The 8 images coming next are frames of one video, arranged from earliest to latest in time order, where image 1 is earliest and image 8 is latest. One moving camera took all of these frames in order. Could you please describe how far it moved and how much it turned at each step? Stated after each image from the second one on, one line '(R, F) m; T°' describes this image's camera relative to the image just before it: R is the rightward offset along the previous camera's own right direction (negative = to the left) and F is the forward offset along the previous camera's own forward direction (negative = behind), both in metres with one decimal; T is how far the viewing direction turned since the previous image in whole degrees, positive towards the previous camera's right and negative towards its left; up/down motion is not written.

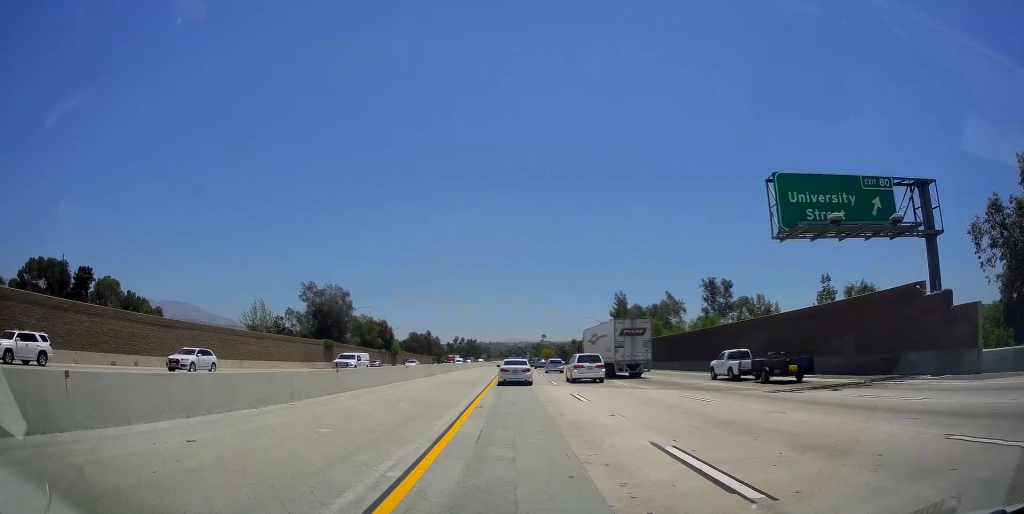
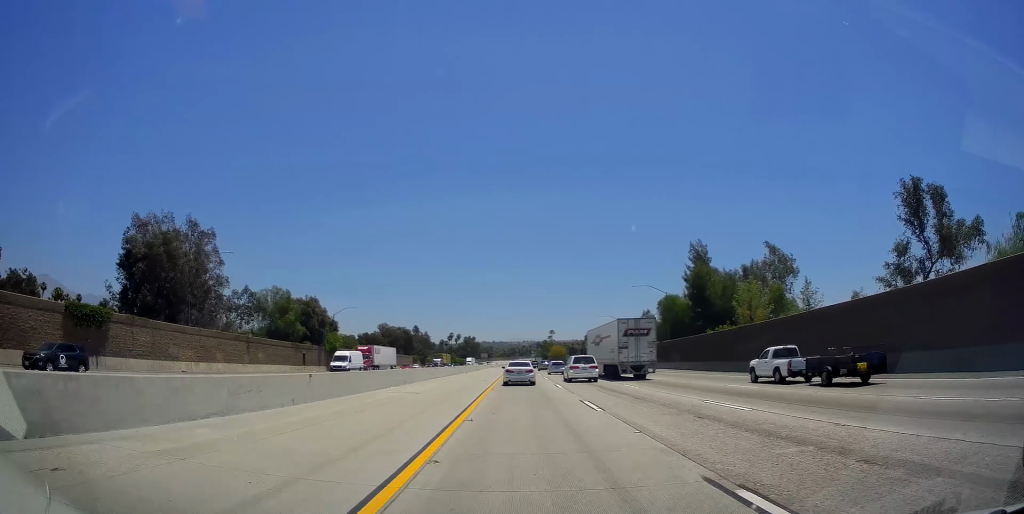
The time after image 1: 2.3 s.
(-1.1, +61.4) m; -1°
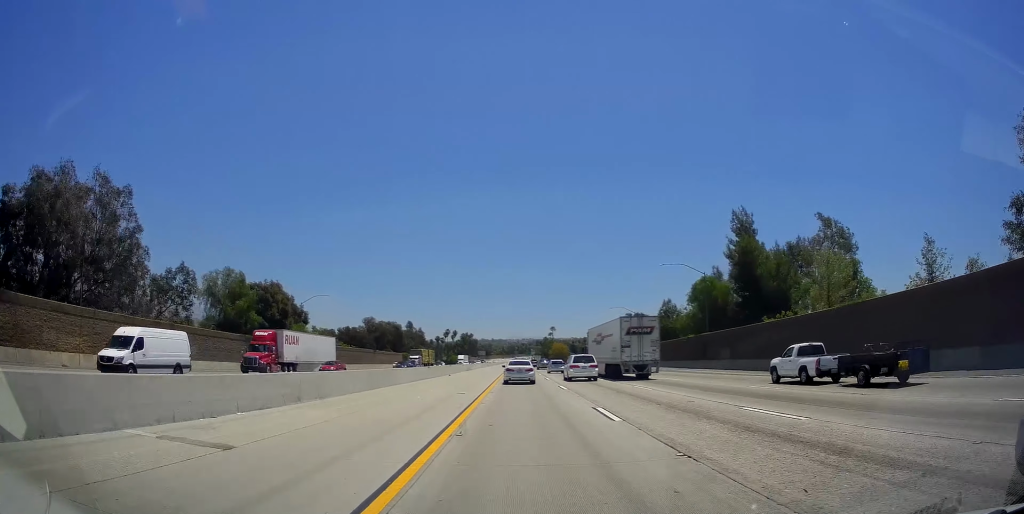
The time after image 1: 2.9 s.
(-0.1, +16.6) m; 0°
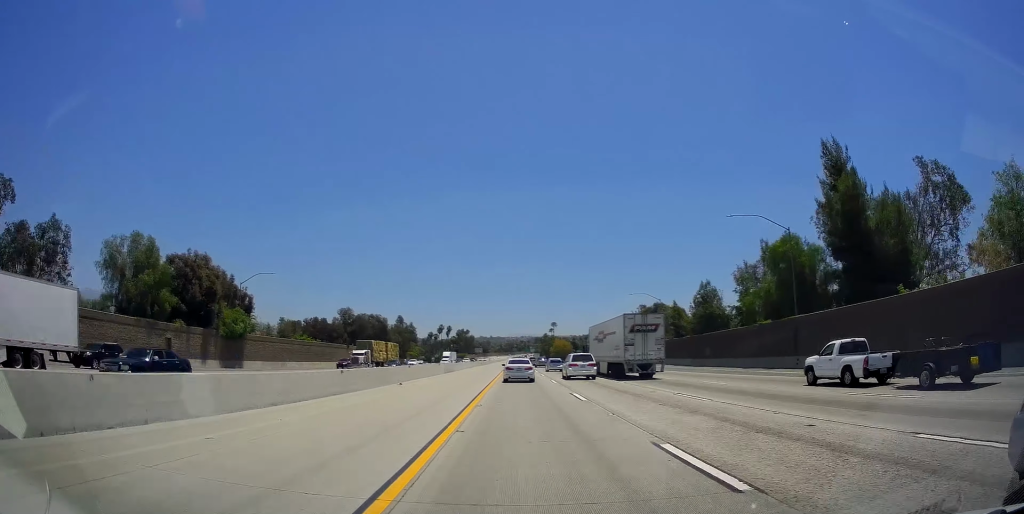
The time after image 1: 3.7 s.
(+0.3, +21.8) m; +1°
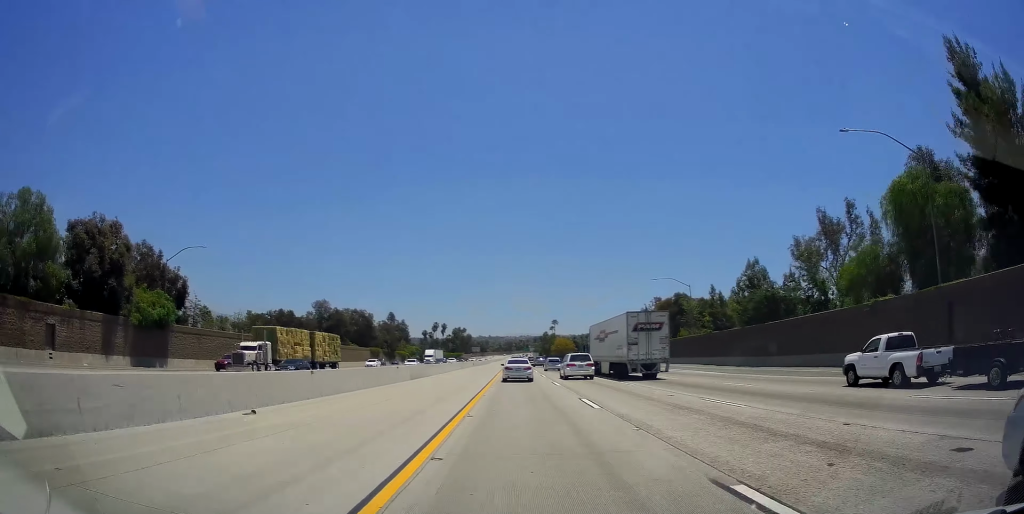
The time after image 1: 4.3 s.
(+0.1, +17.9) m; 0°
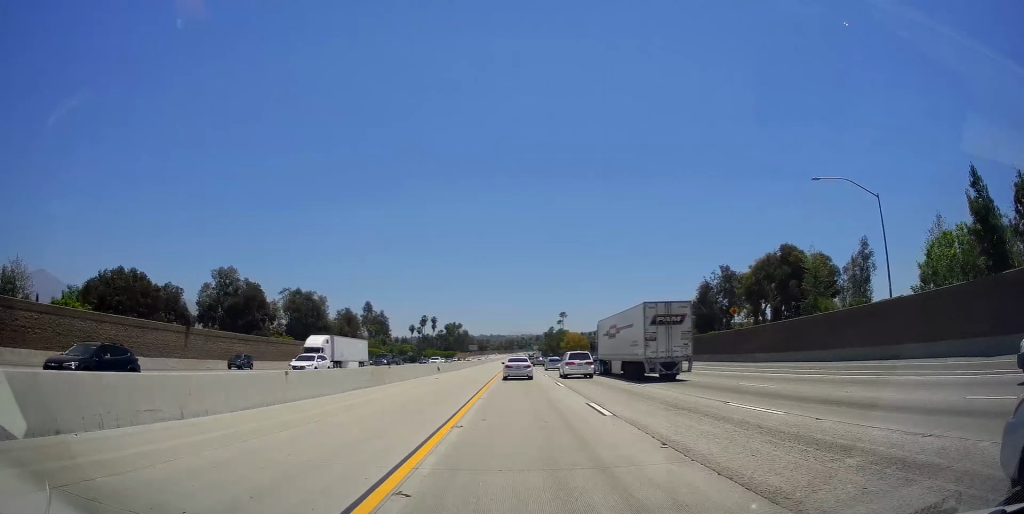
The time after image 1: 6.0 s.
(0.0, +47.9) m; 0°
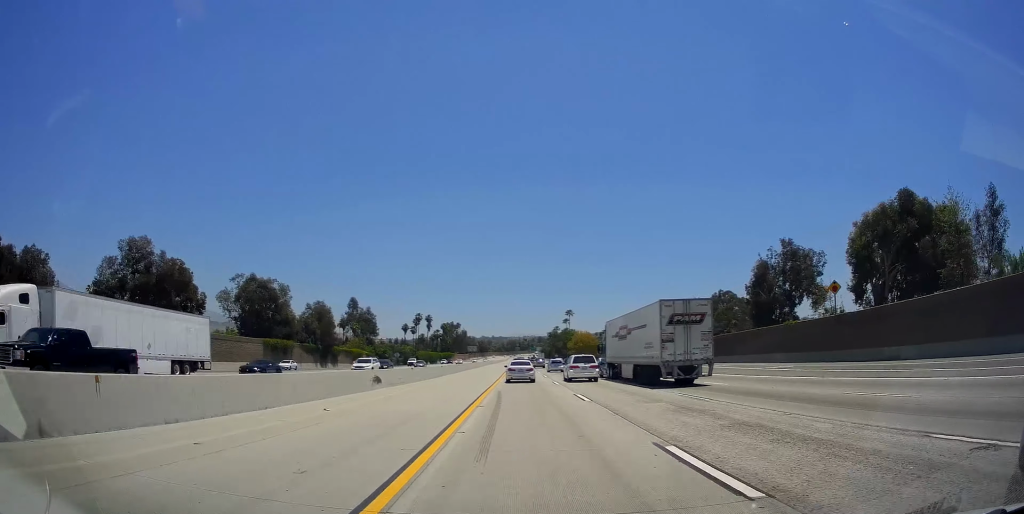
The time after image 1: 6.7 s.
(0.0, +22.6) m; 0°
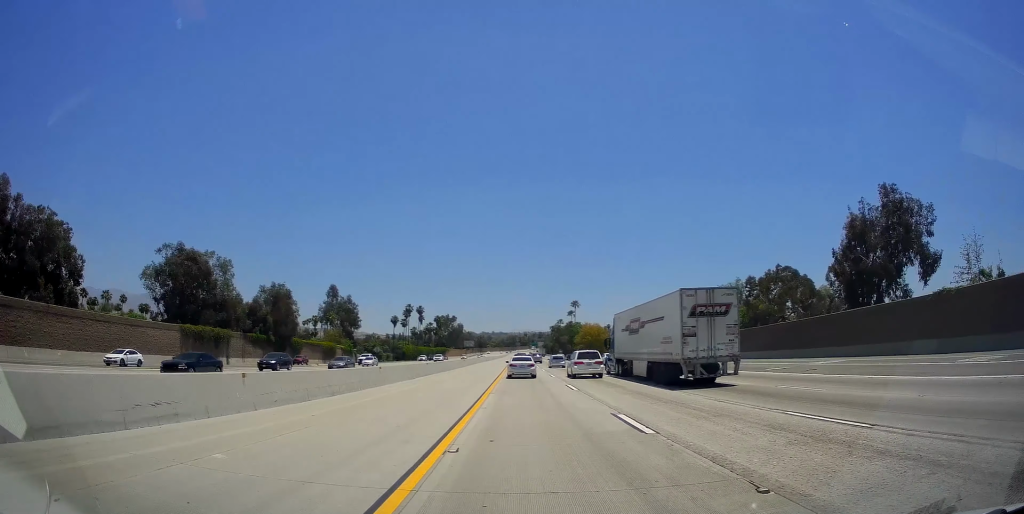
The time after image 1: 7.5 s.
(+0.2, +22.5) m; 0°
